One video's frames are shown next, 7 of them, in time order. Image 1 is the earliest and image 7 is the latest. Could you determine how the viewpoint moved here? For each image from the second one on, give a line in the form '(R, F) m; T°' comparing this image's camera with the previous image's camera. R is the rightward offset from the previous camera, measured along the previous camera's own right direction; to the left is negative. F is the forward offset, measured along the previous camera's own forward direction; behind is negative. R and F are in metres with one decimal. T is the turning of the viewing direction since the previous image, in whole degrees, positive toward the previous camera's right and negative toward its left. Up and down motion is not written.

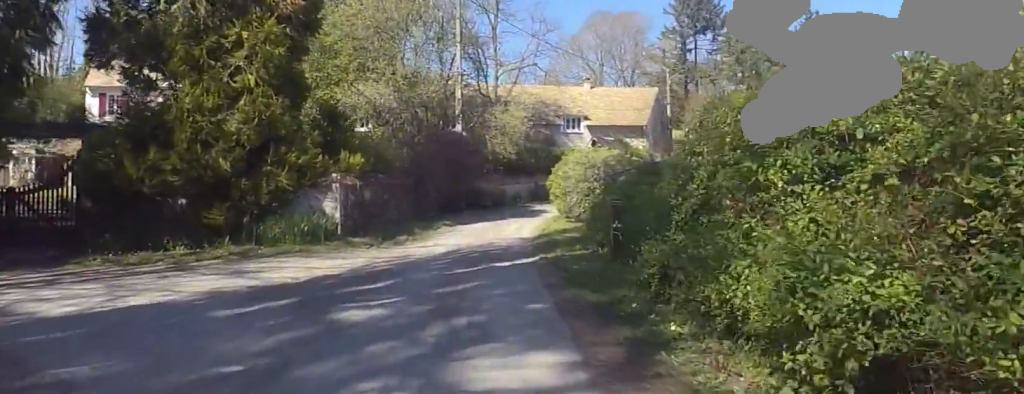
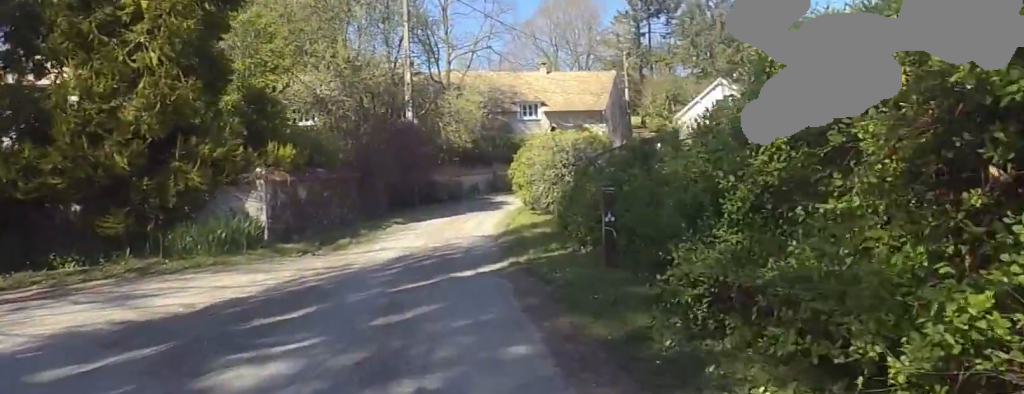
(+0.1, +2.5) m; 0°
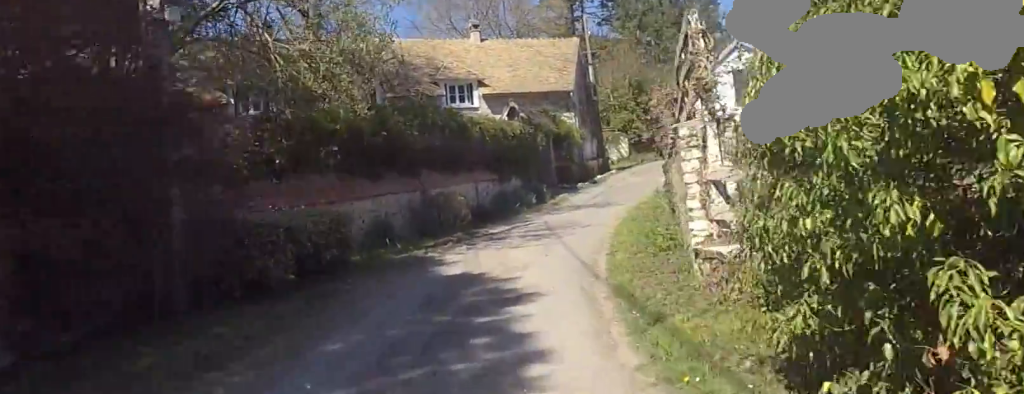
(-1.0, +18.7) m; +12°
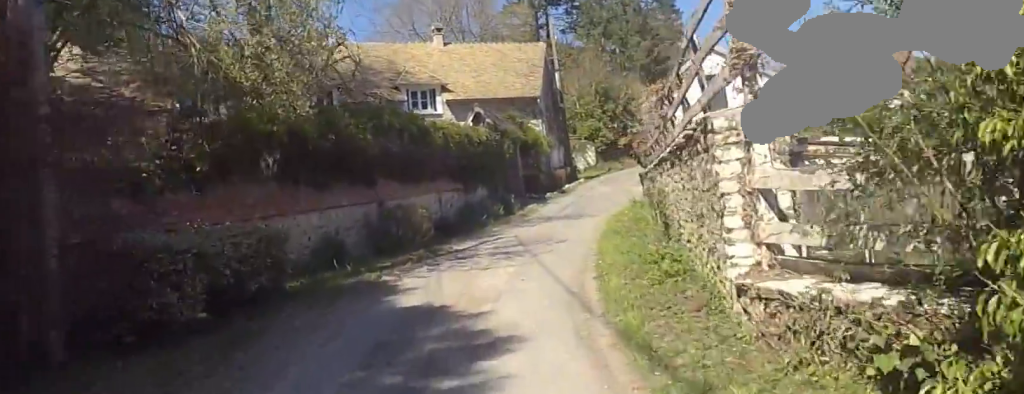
(+0.1, +1.7) m; +1°
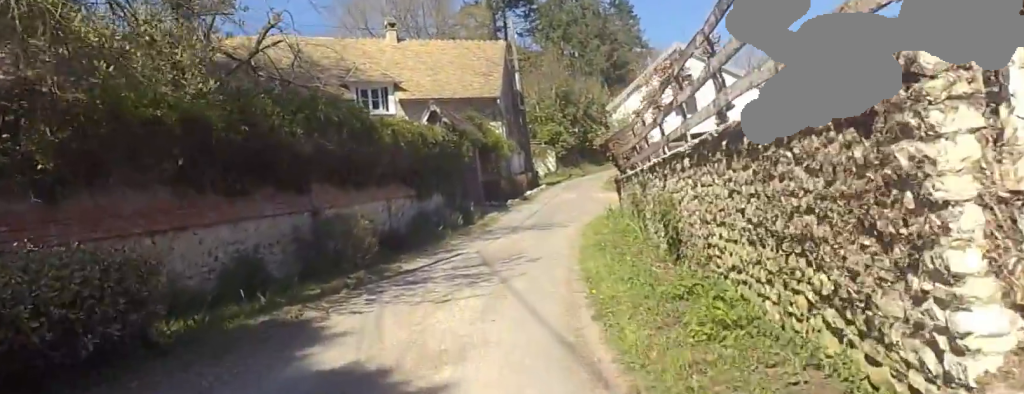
(0.0, +2.3) m; 0°
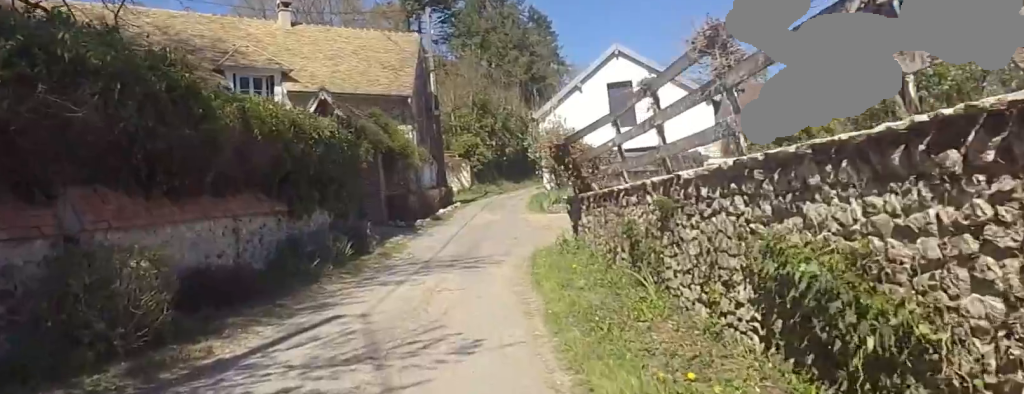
(0.0, +5.0) m; -2°
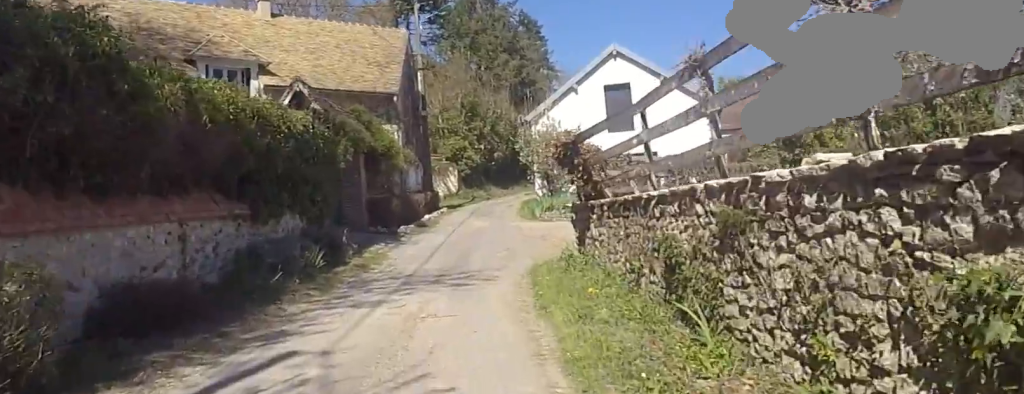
(0.0, +1.6) m; 0°
